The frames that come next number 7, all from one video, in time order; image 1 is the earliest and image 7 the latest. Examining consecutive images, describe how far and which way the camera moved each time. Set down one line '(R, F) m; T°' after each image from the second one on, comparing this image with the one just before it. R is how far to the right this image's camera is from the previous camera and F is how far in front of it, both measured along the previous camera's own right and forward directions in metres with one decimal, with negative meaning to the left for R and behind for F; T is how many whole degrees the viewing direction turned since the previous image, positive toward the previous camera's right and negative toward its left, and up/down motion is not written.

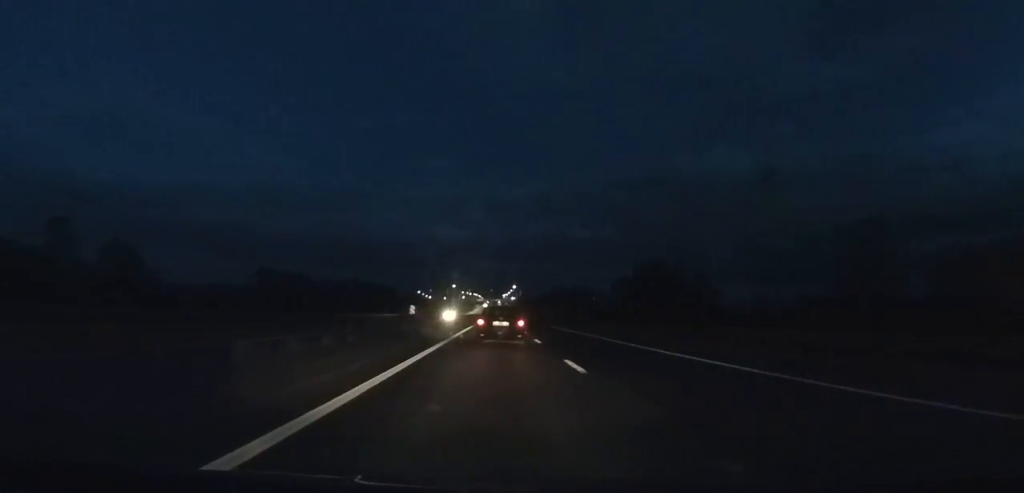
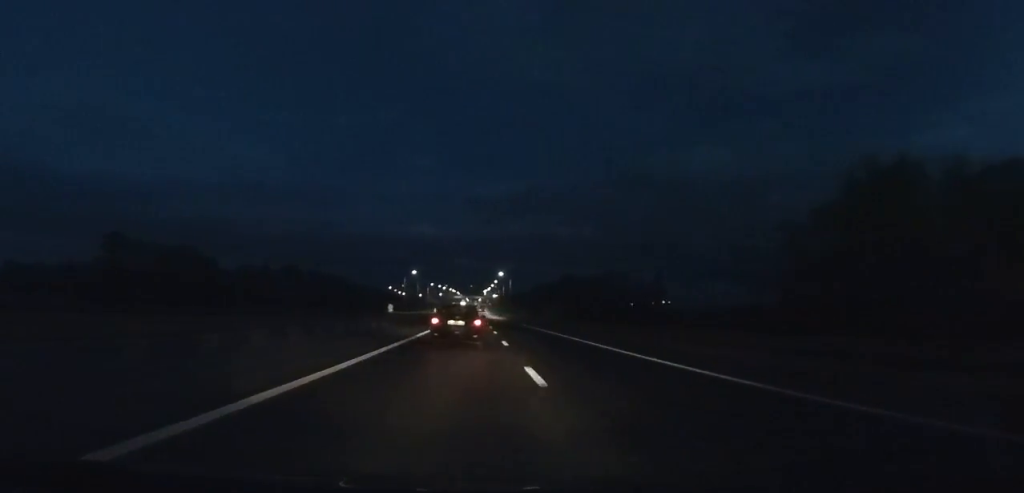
(+0.3, +66.9) m; +1°
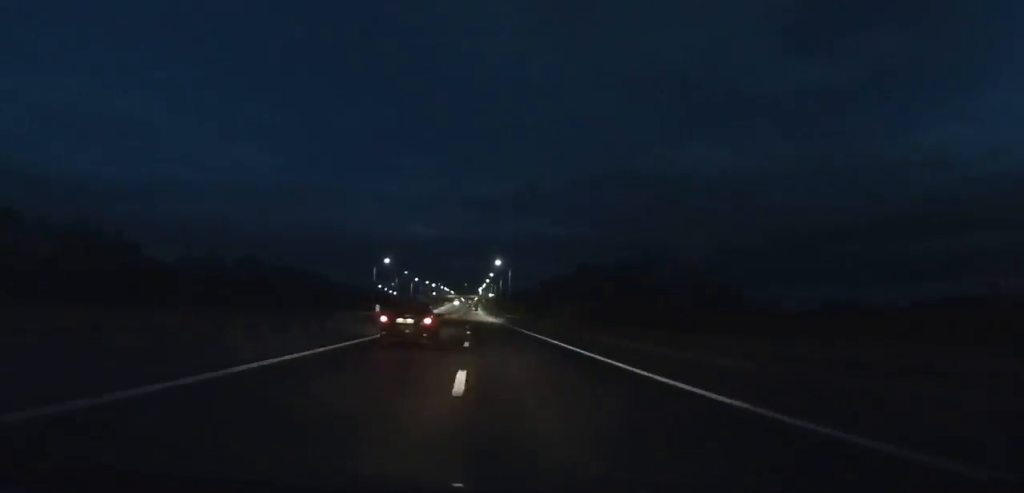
(+0.2, +32.6) m; 0°
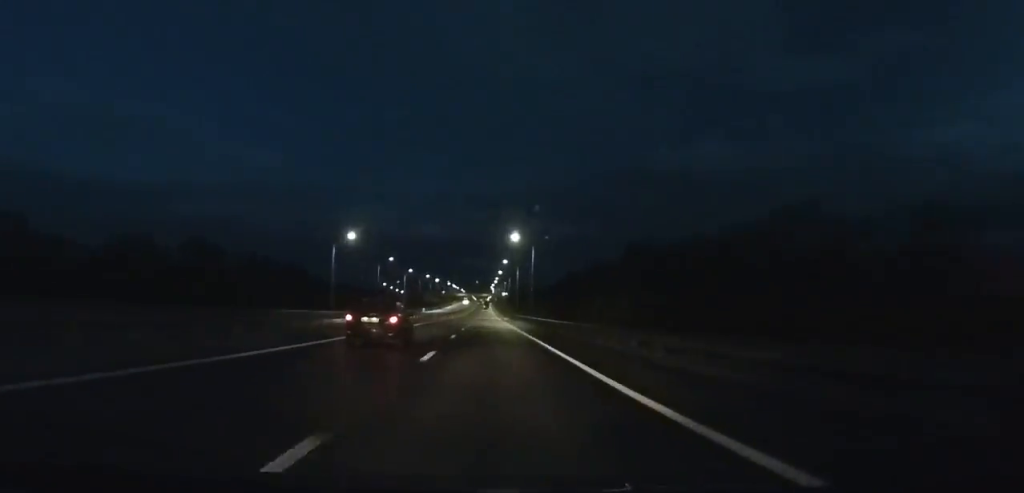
(+0.1, +37.8) m; 0°
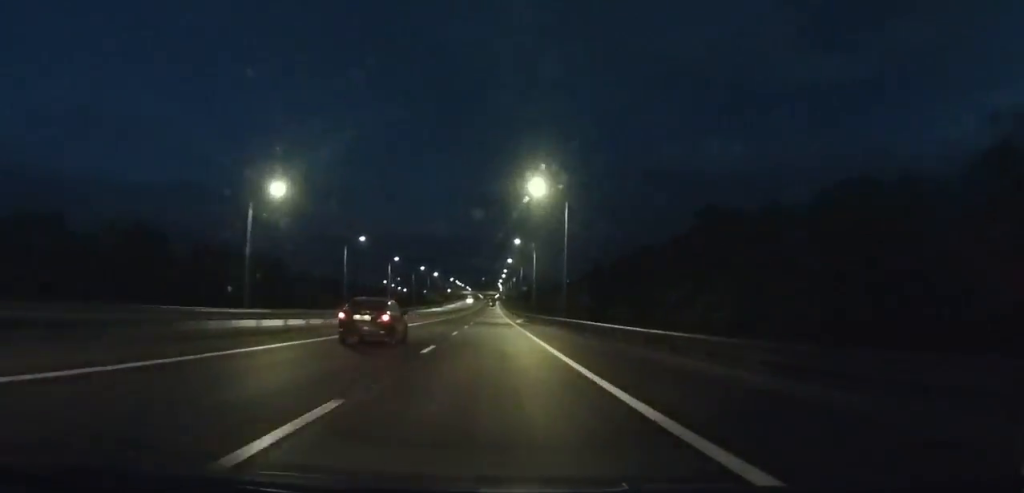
(+0.2, +30.8) m; 0°
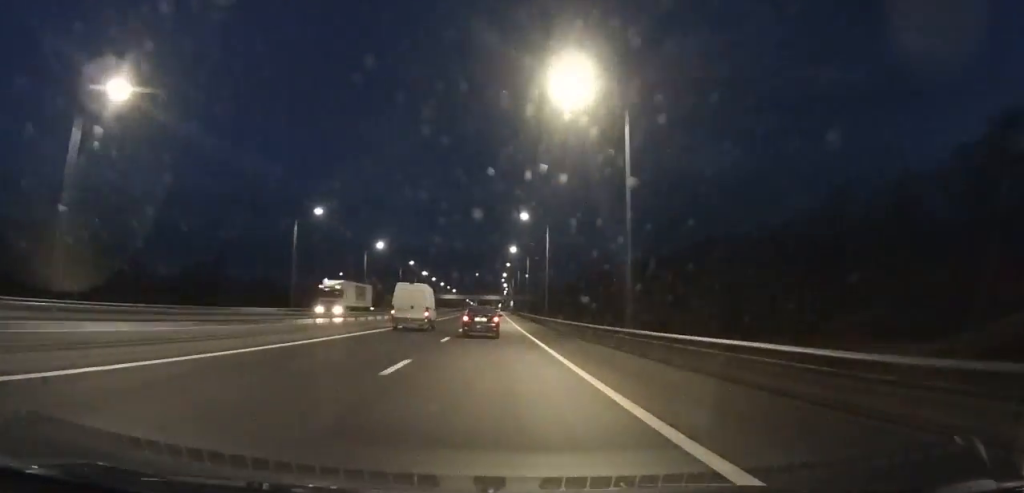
(-2.5, +177.7) m; -1°
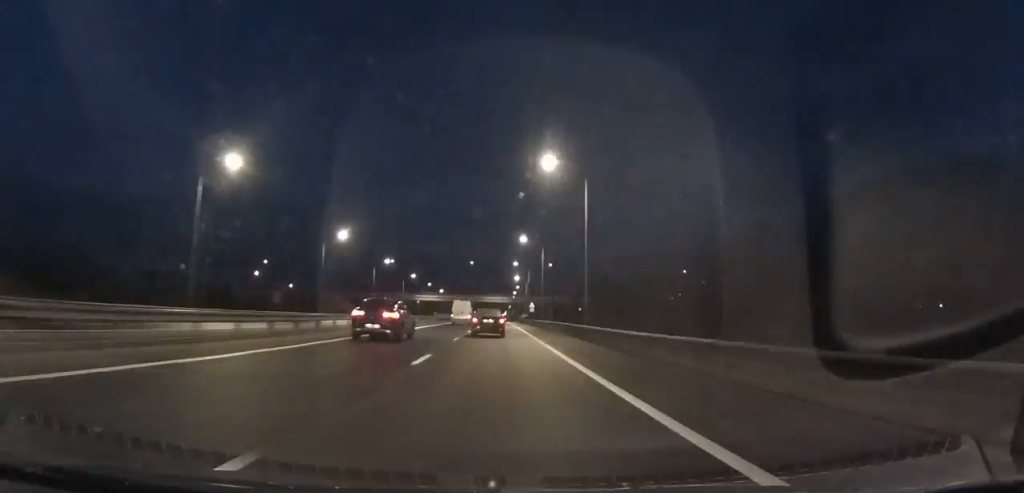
(-0.2, +104.0) m; 0°
